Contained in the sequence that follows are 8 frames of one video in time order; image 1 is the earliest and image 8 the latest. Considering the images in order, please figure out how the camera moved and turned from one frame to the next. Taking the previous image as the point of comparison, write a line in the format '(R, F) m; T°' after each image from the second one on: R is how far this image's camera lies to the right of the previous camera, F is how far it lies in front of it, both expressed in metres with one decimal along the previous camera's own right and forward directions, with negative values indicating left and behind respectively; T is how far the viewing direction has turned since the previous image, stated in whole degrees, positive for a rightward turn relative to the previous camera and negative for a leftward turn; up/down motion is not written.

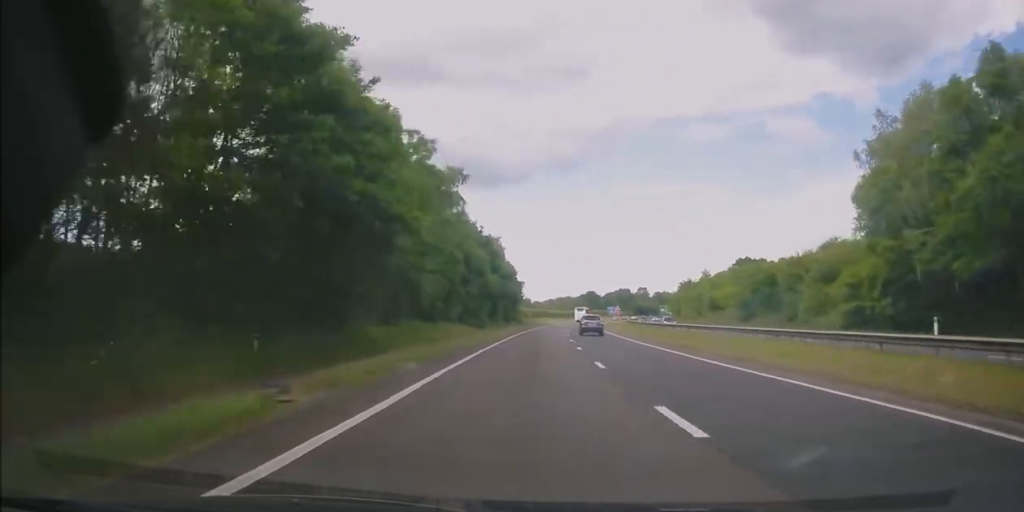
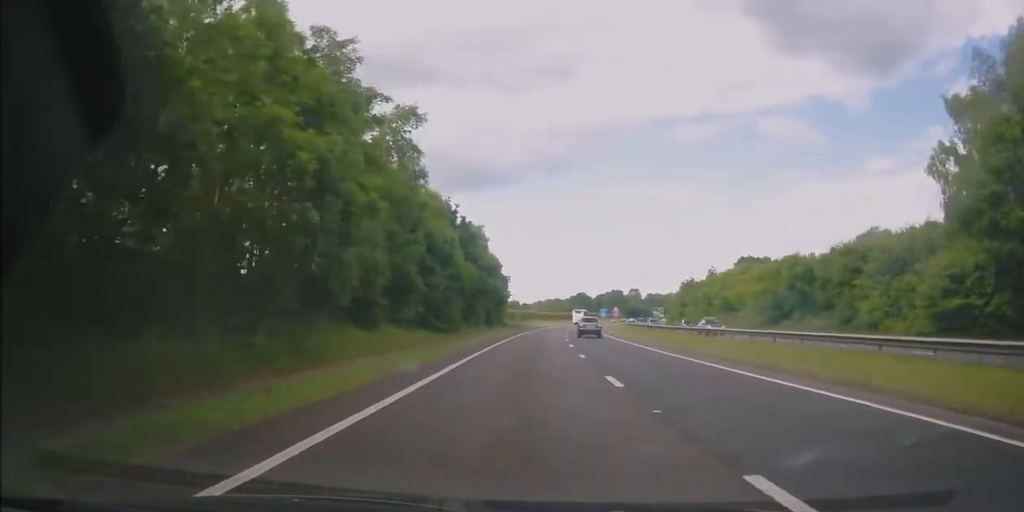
(+0.1, +13.0) m; +1°
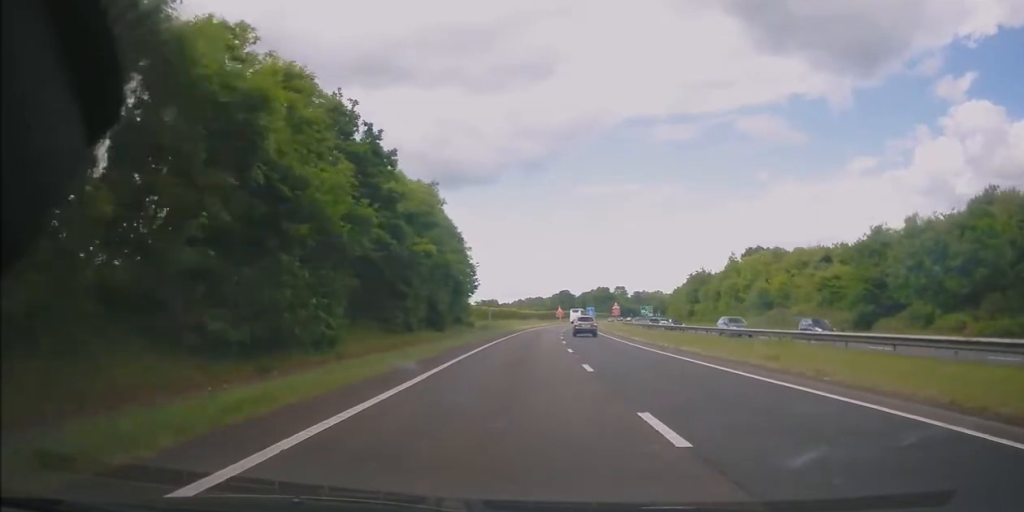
(+0.4, +23.8) m; +2°
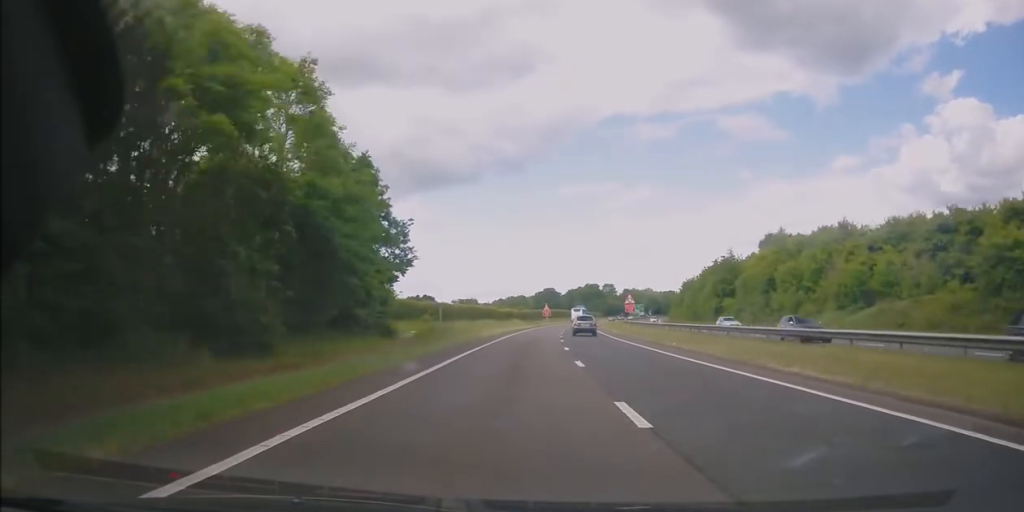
(+0.4, +26.1) m; +1°
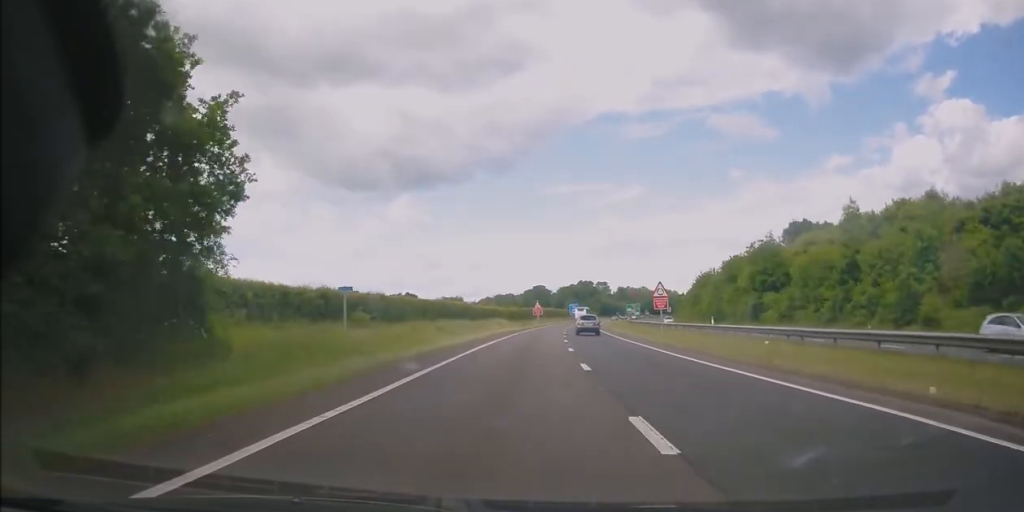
(+0.1, +19.5) m; +1°
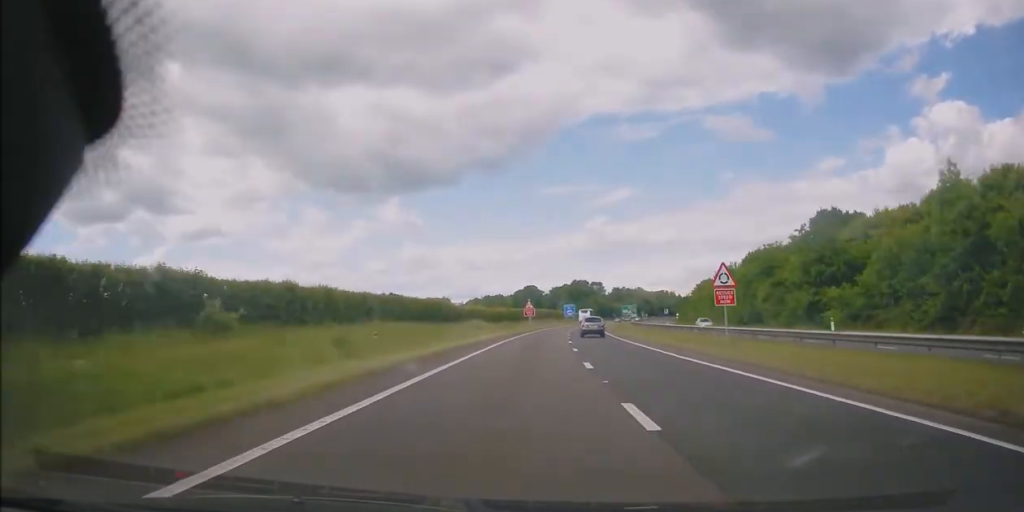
(-0.1, +16.7) m; +1°
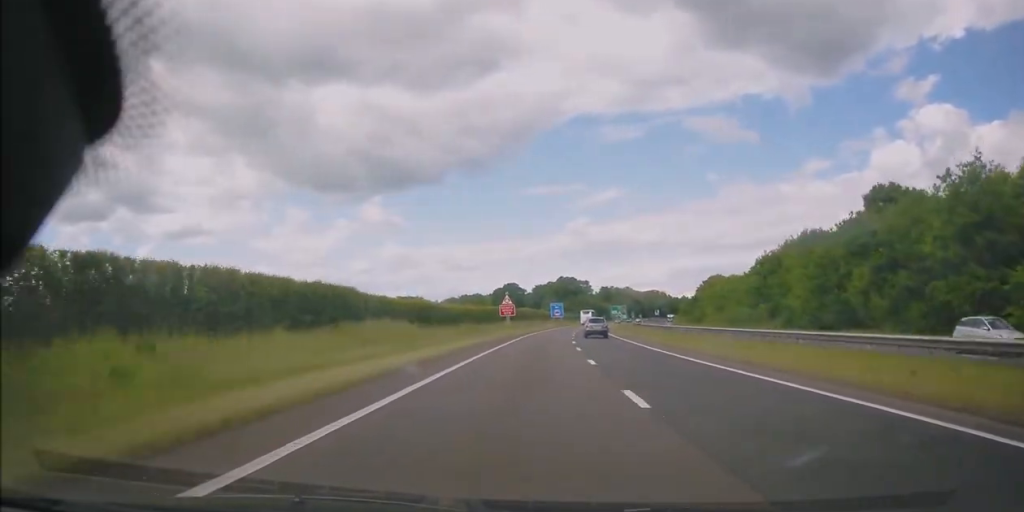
(+0.5, +25.3) m; +2°
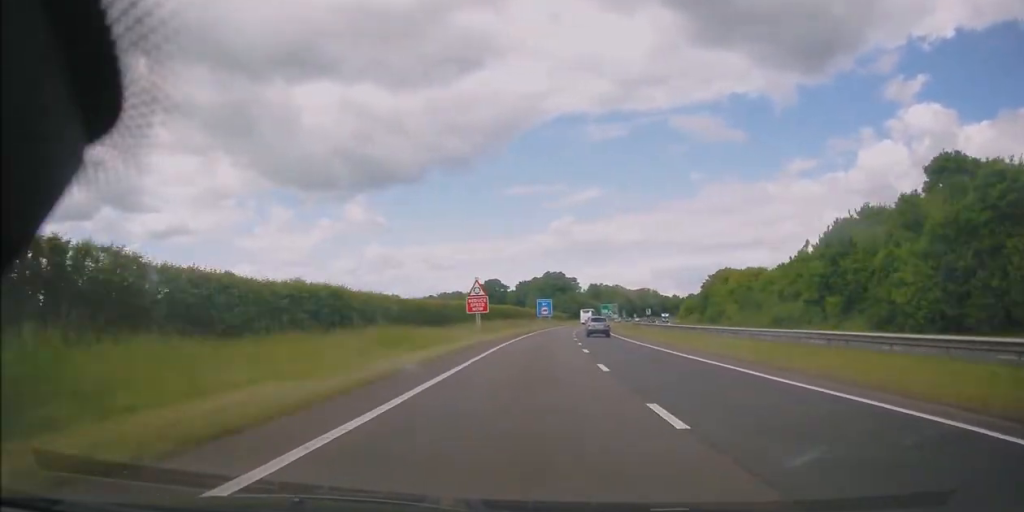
(+0.4, +20.1) m; +2°
